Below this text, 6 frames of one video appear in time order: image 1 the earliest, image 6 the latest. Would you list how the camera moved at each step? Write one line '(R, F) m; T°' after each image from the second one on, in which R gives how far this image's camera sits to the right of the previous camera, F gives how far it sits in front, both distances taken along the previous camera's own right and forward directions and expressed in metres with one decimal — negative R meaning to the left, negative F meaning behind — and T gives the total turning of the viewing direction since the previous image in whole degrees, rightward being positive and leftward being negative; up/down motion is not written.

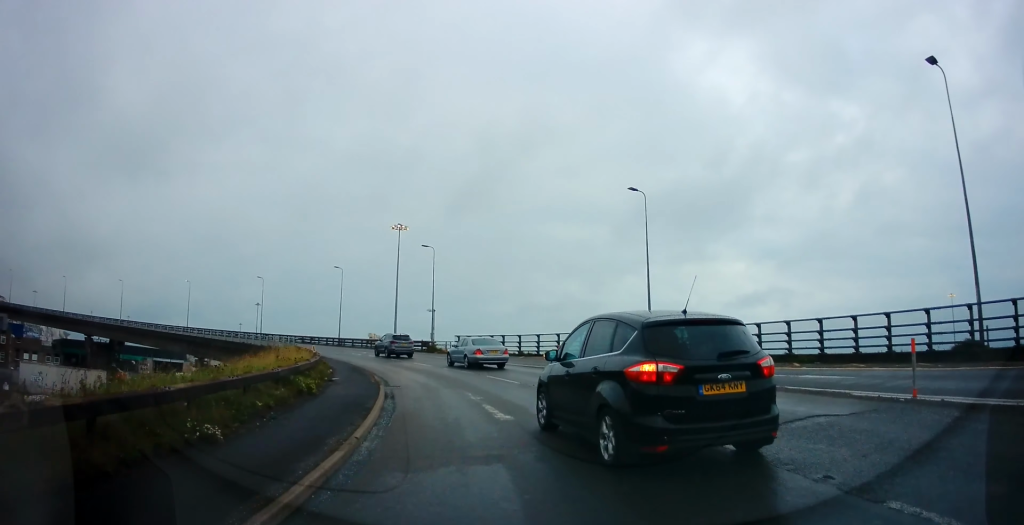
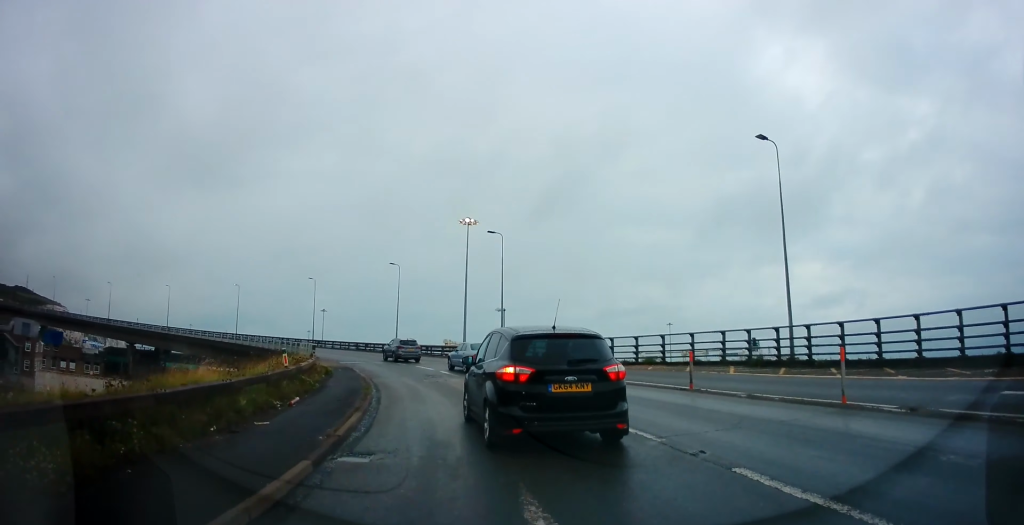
(-0.3, +10.0) m; -7°
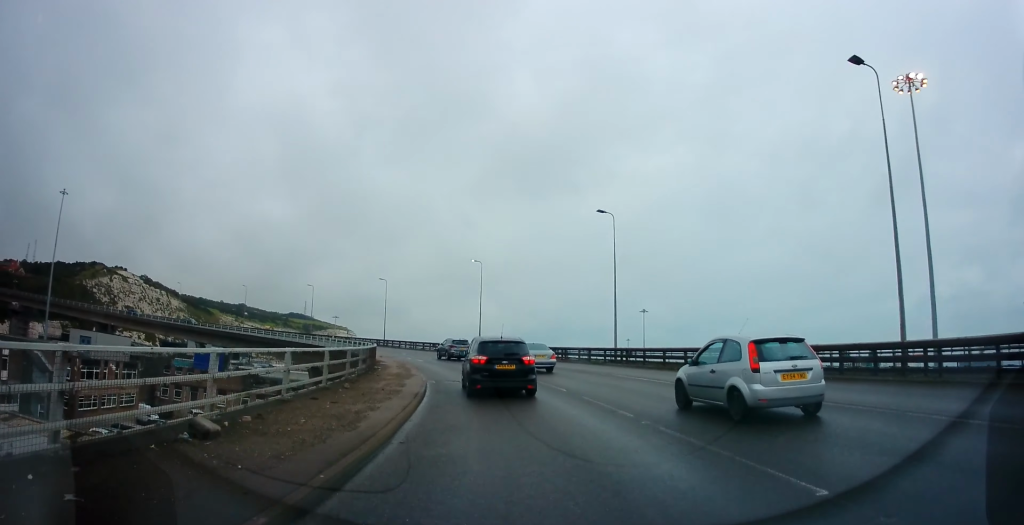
(-16.0, +44.7) m; -36°
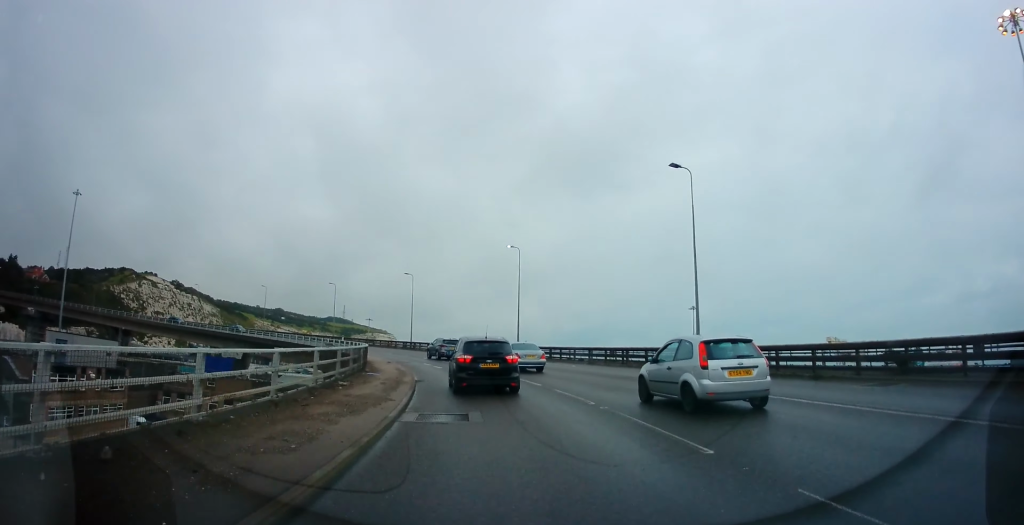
(-0.7, +9.5) m; -4°
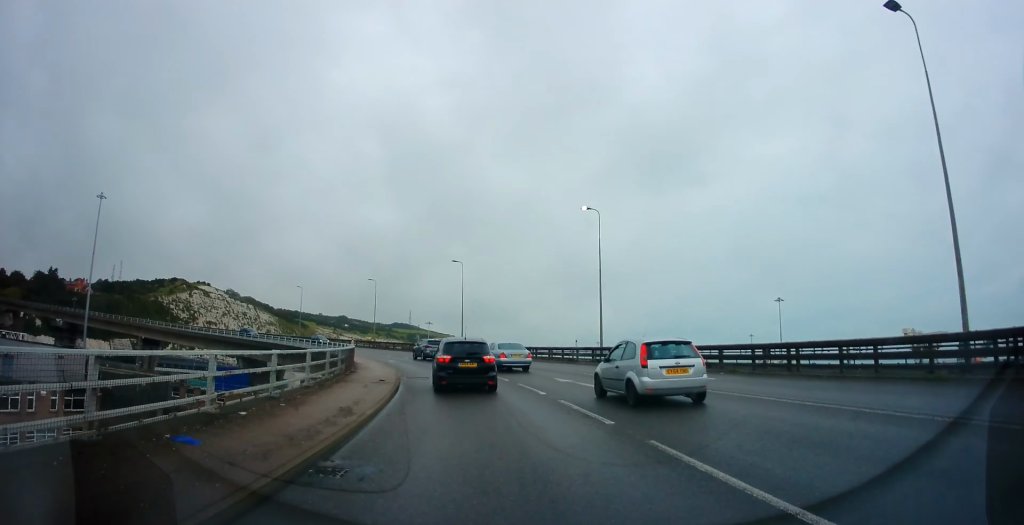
(-0.2, +14.5) m; -4°
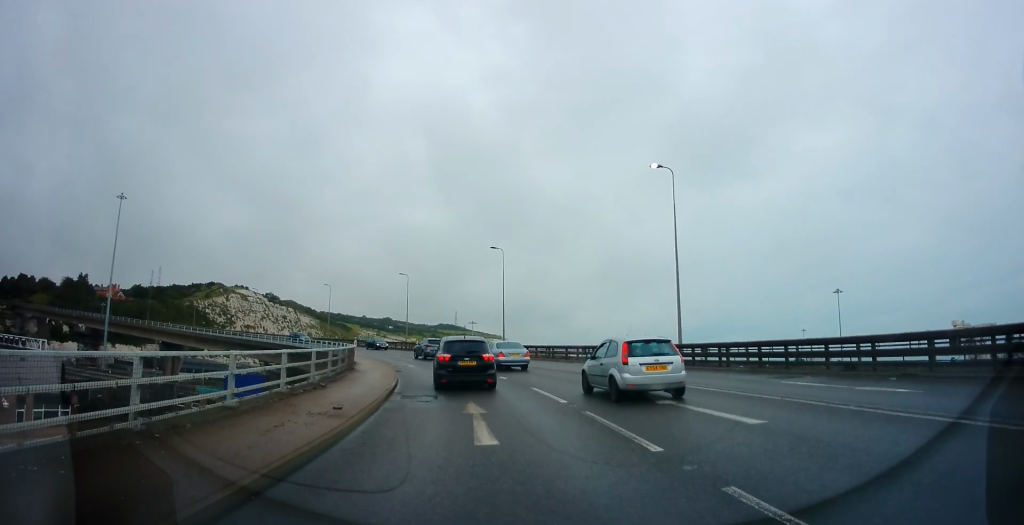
(-0.4, +8.4) m; -5°
